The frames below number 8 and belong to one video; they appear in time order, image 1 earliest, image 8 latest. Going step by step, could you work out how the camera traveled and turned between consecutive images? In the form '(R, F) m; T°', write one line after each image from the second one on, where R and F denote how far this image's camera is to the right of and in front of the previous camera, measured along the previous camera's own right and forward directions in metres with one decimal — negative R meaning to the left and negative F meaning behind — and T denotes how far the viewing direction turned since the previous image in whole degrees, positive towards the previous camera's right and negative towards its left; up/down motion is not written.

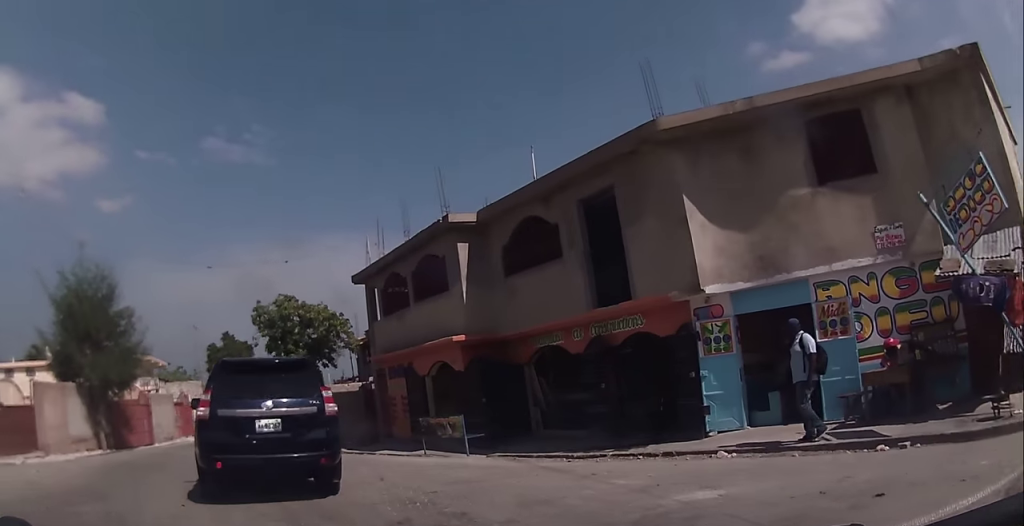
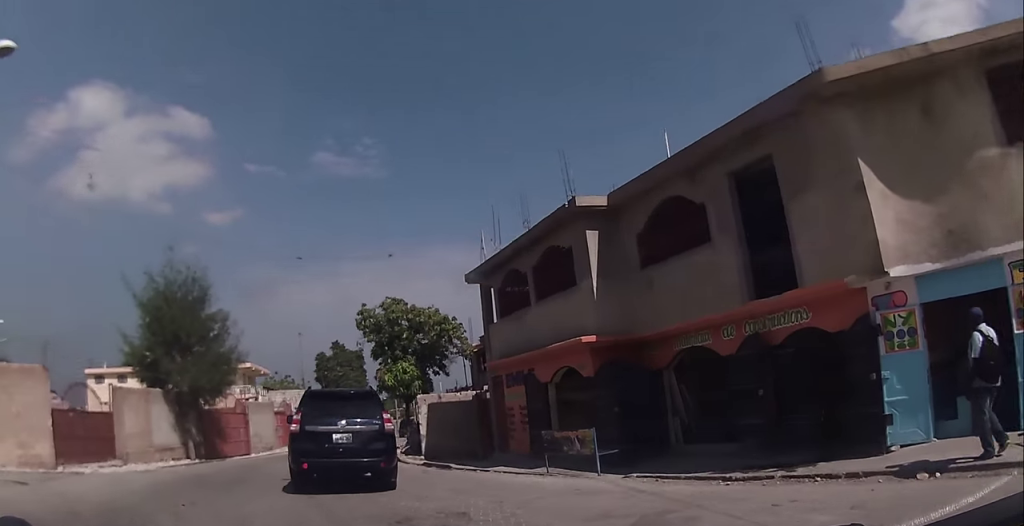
(-0.5, +2.1) m; -1°
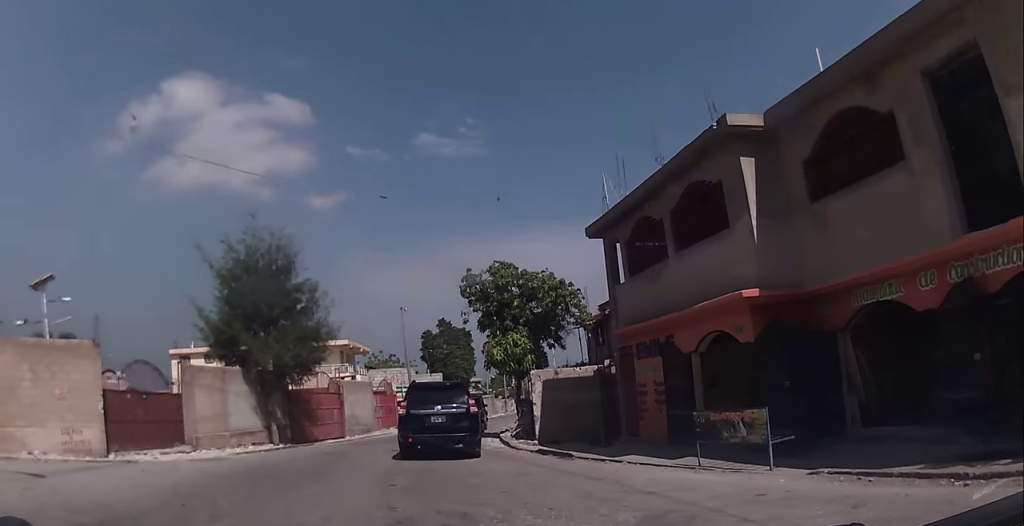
(+0.6, +2.7) m; 0°
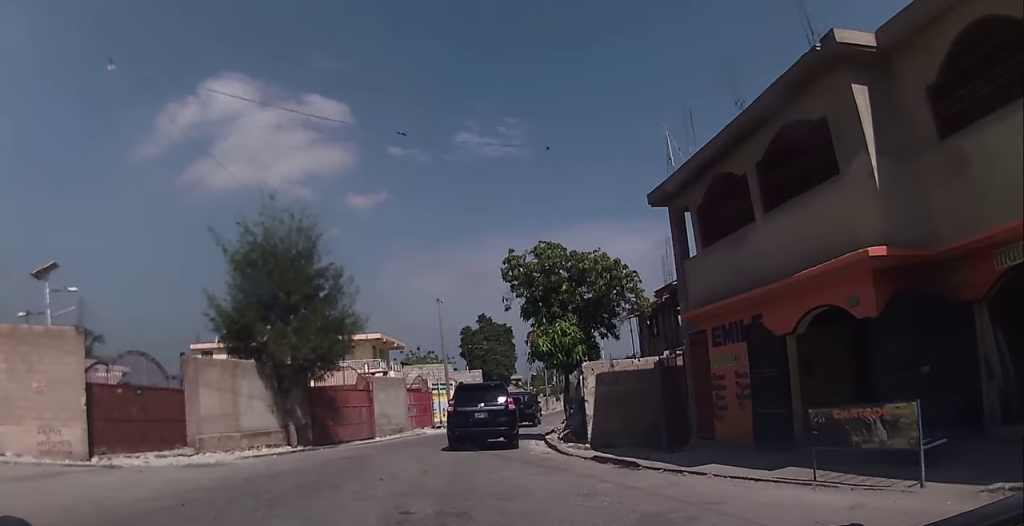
(-0.4, +2.6) m; -6°
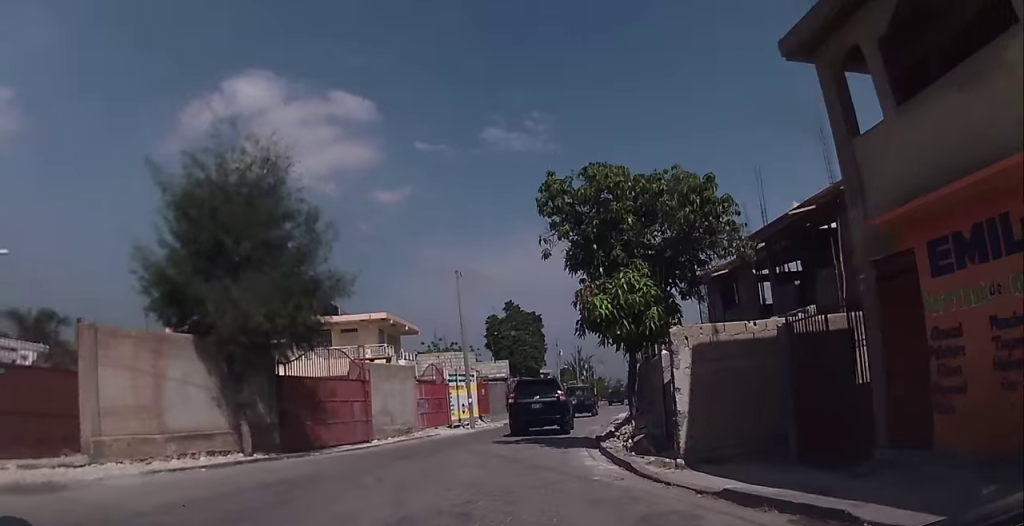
(-0.1, +6.1) m; -4°
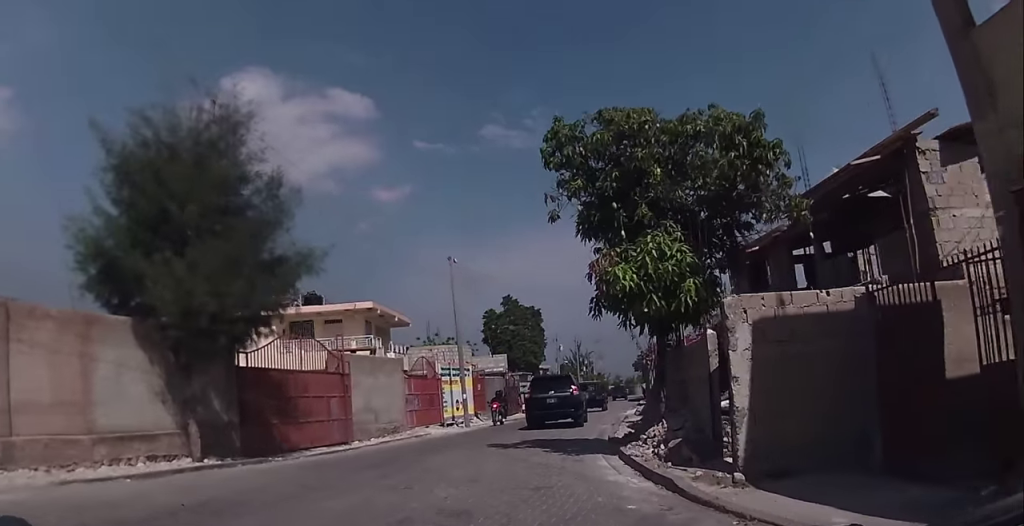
(-0.1, +2.9) m; +1°
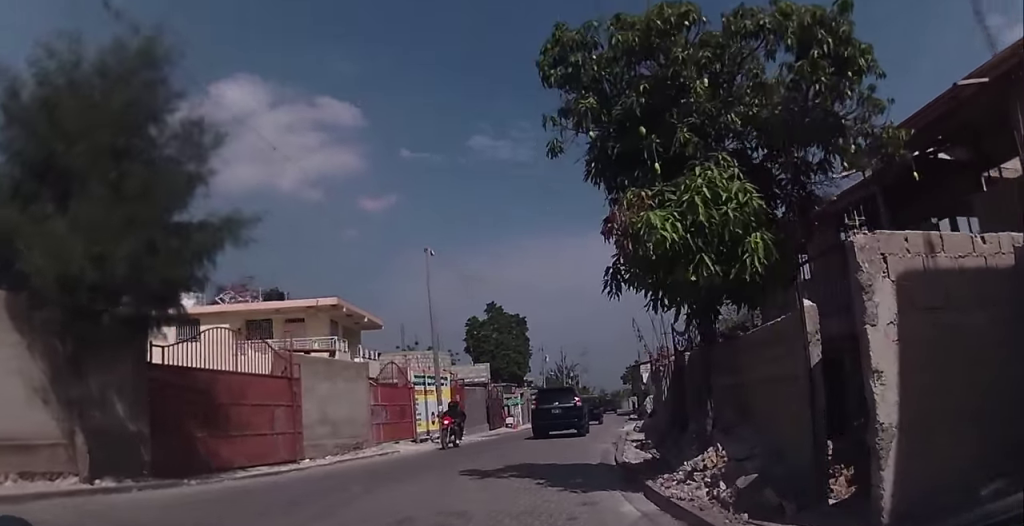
(-0.2, +3.6) m; +1°
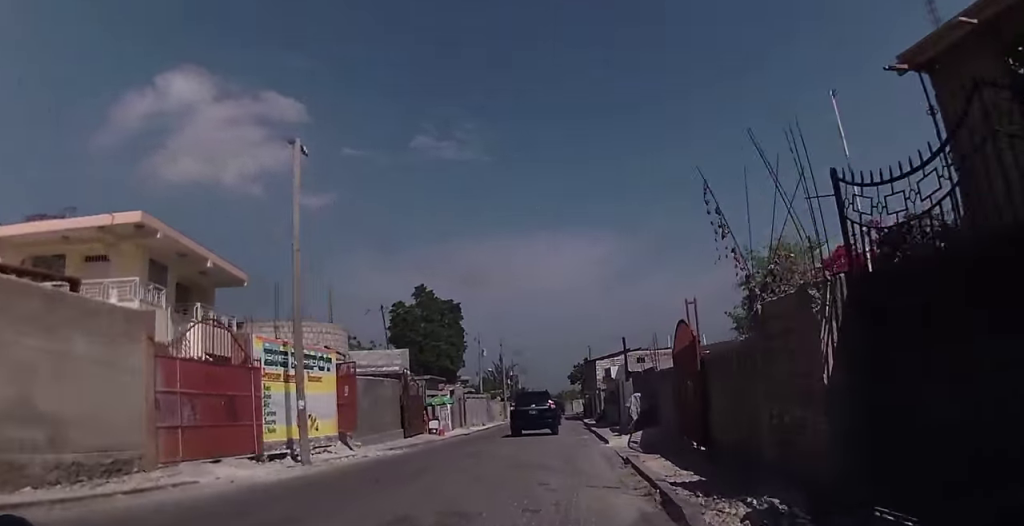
(+0.7, +11.1) m; +4°
